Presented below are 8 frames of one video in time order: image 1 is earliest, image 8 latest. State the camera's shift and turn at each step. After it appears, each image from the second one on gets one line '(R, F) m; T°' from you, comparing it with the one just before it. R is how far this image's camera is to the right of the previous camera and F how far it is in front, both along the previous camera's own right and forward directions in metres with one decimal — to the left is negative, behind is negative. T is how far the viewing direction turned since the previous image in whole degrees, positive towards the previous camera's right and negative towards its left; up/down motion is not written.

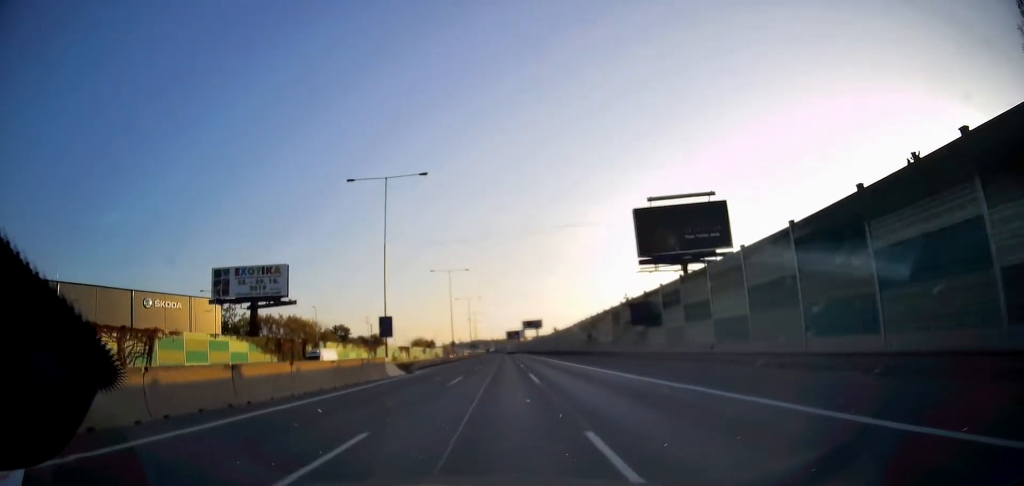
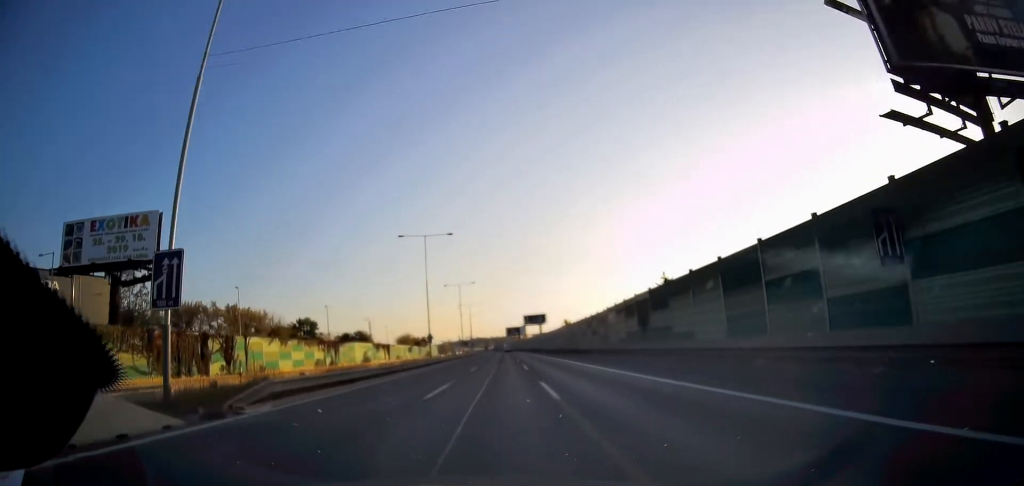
(+0.3, +24.9) m; +1°
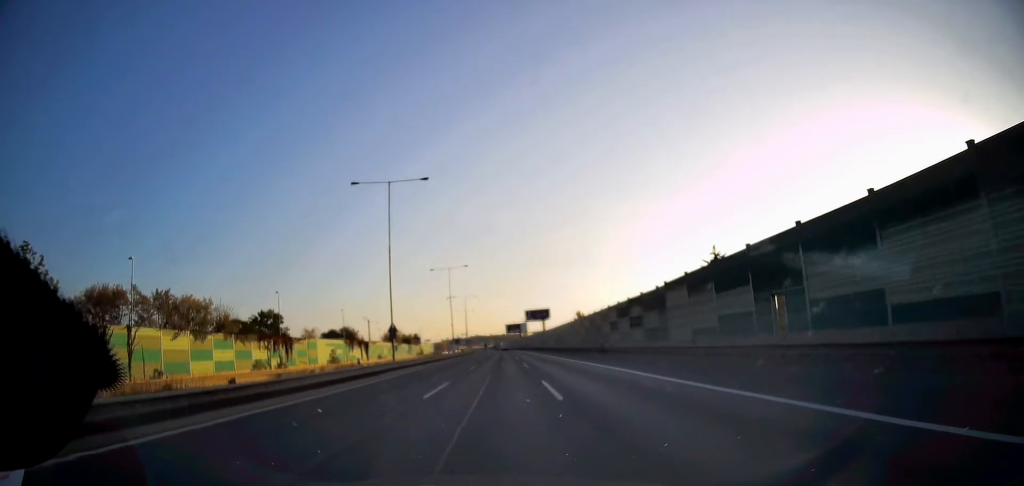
(0.0, +19.1) m; 0°
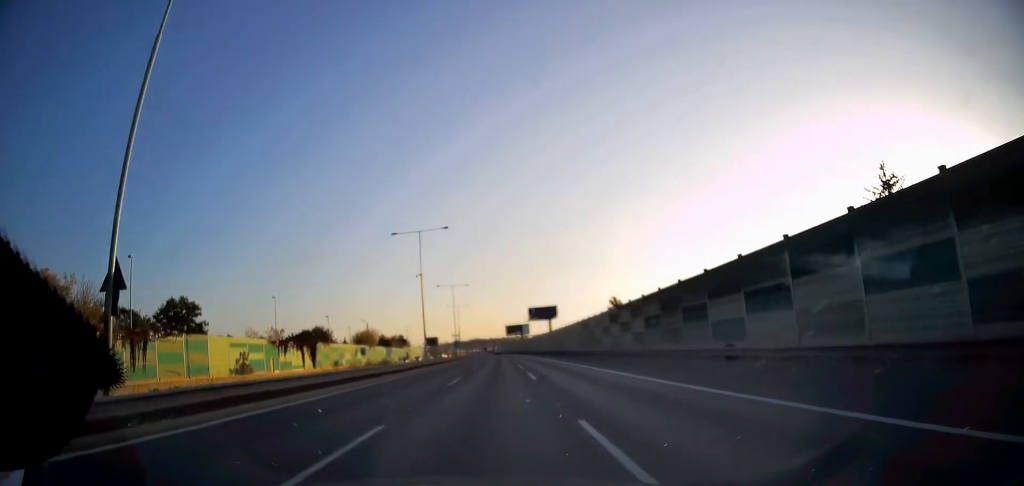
(-0.1, +29.2) m; 0°
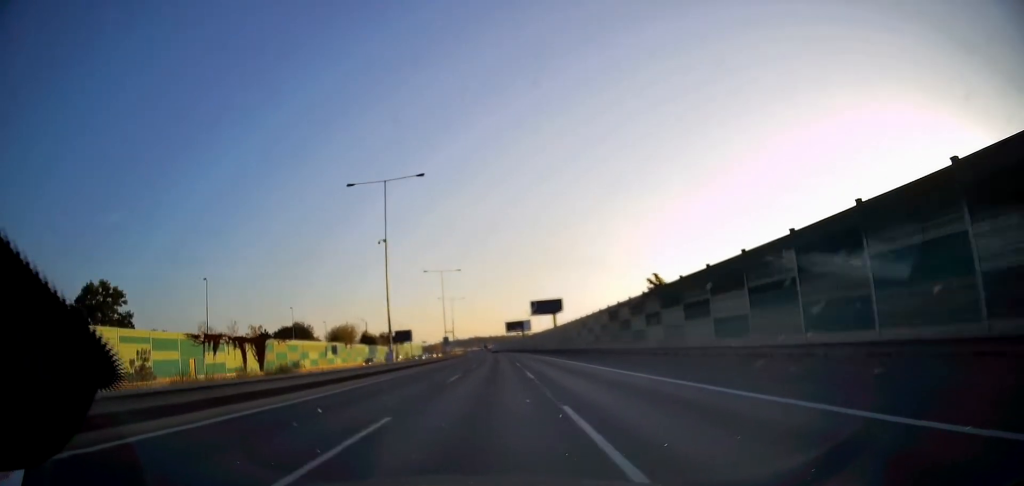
(0.0, +16.8) m; 0°
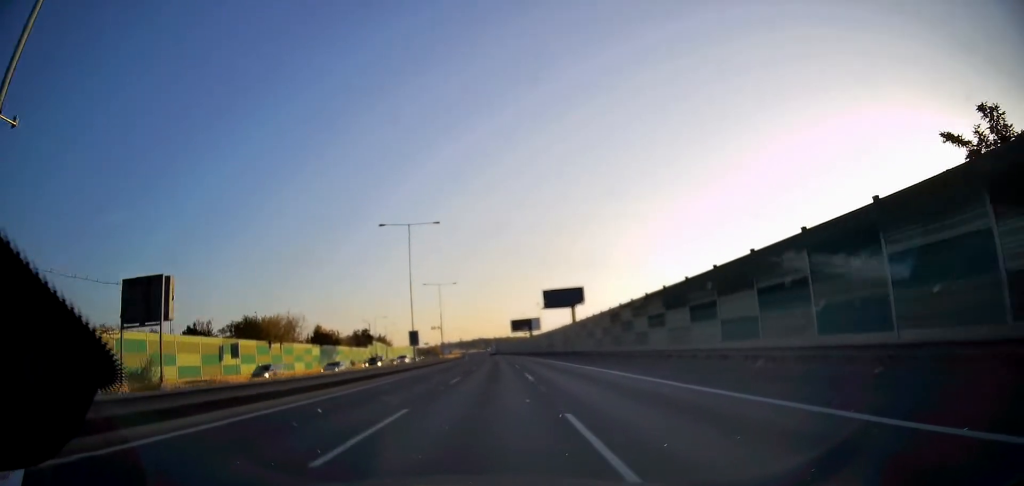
(-0.3, +32.9) m; -1°
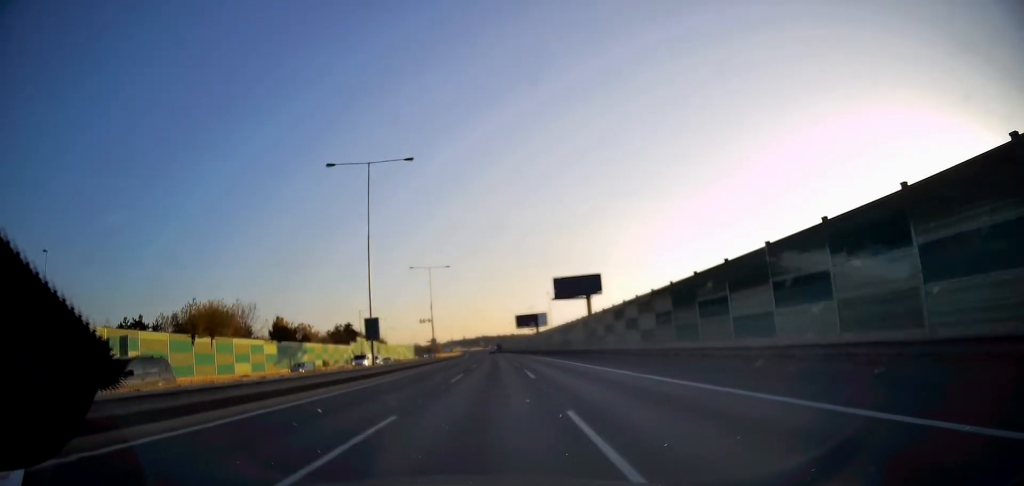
(0.0, +16.9) m; 0°
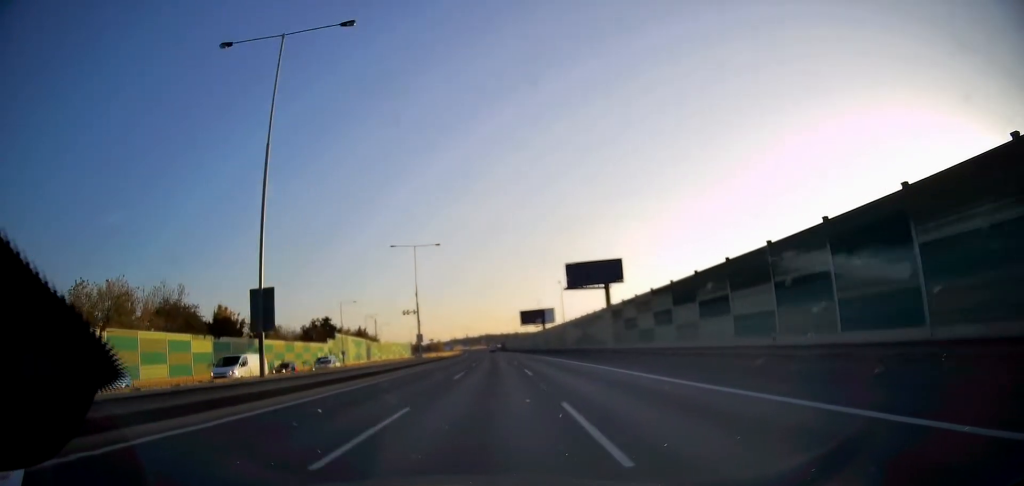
(0.0, +15.5) m; 0°
